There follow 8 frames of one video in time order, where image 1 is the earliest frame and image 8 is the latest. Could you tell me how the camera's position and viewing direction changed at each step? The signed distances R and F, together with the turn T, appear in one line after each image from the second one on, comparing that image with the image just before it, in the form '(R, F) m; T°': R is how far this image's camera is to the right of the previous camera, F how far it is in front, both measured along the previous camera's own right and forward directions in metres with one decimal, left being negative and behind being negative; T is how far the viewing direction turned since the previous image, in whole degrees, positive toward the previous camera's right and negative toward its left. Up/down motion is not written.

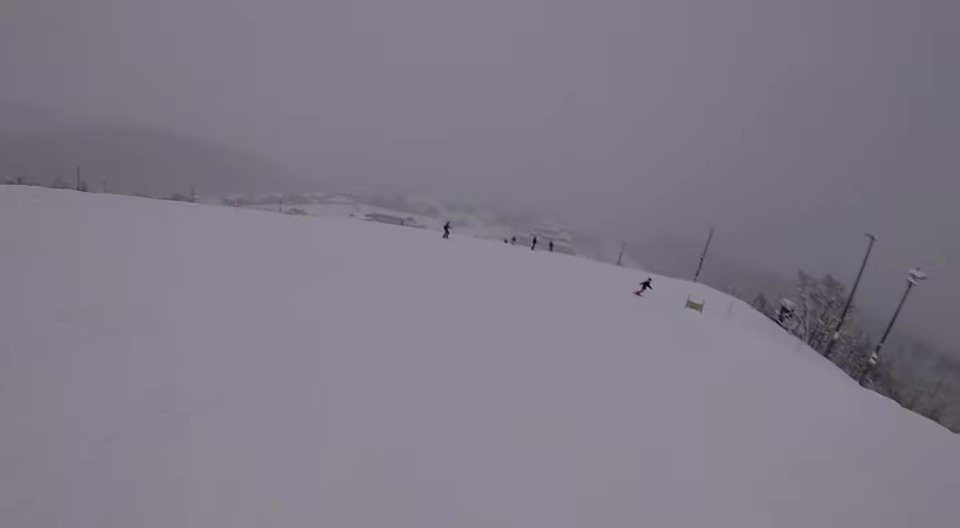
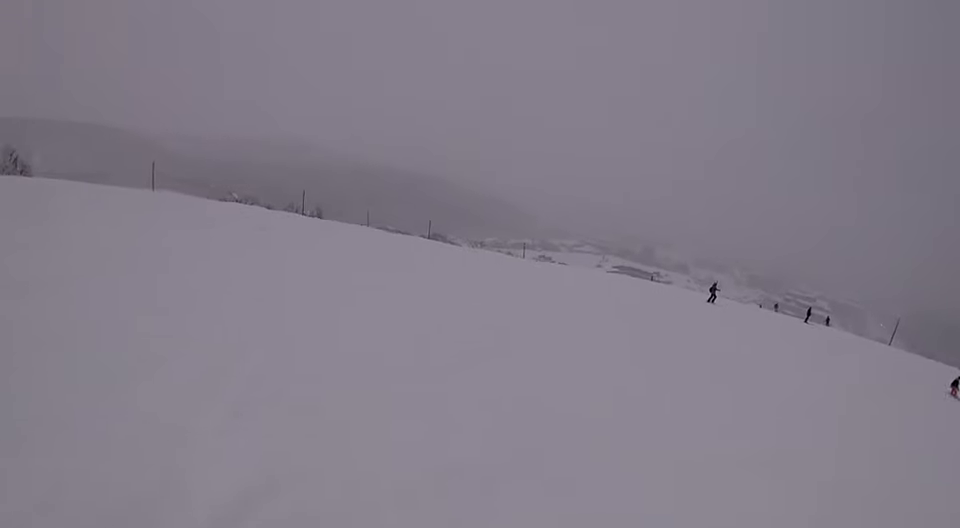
(-1.9, +5.9) m; -23°
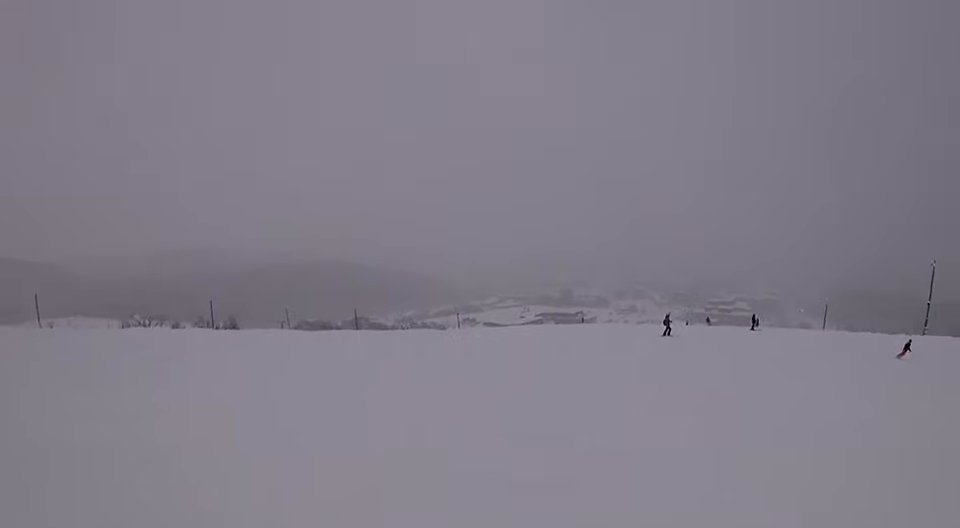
(-1.2, +3.3) m; +9°
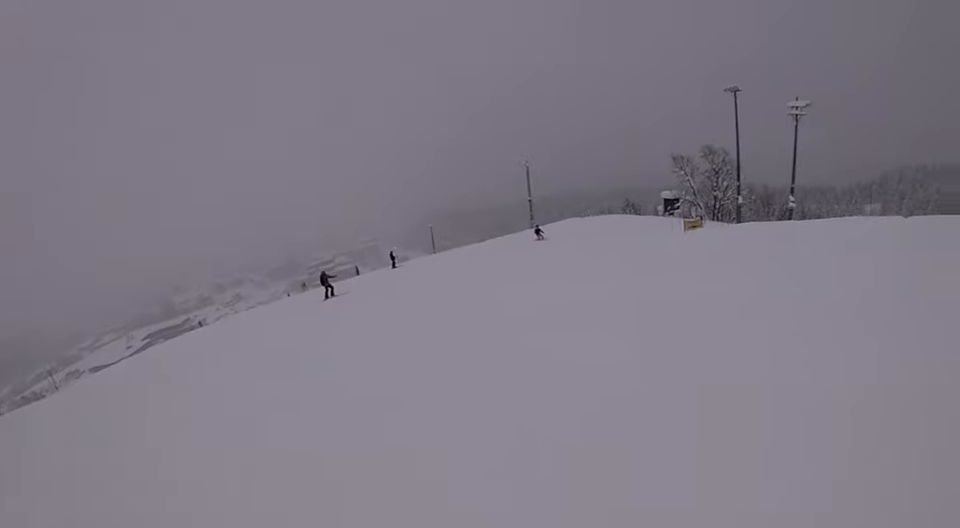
(+4.2, +6.0) m; +53°
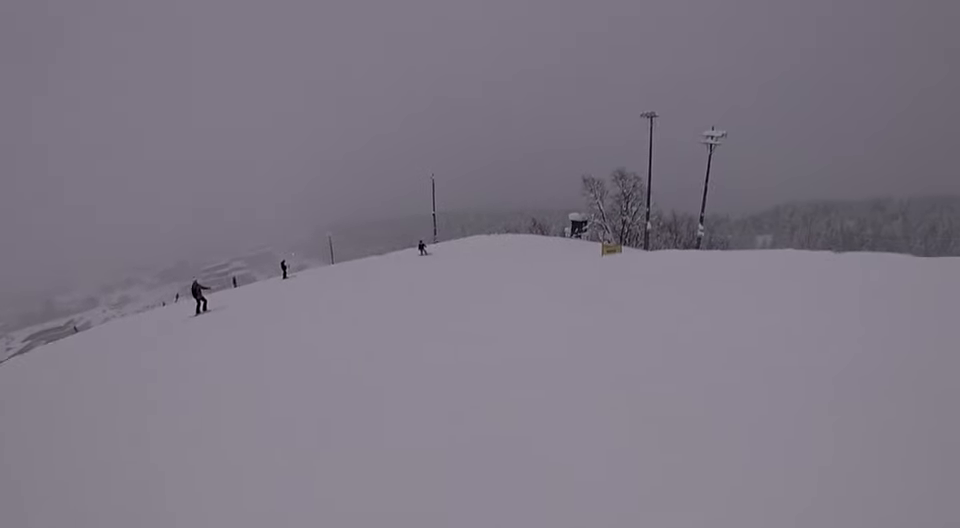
(+0.3, +3.0) m; +12°
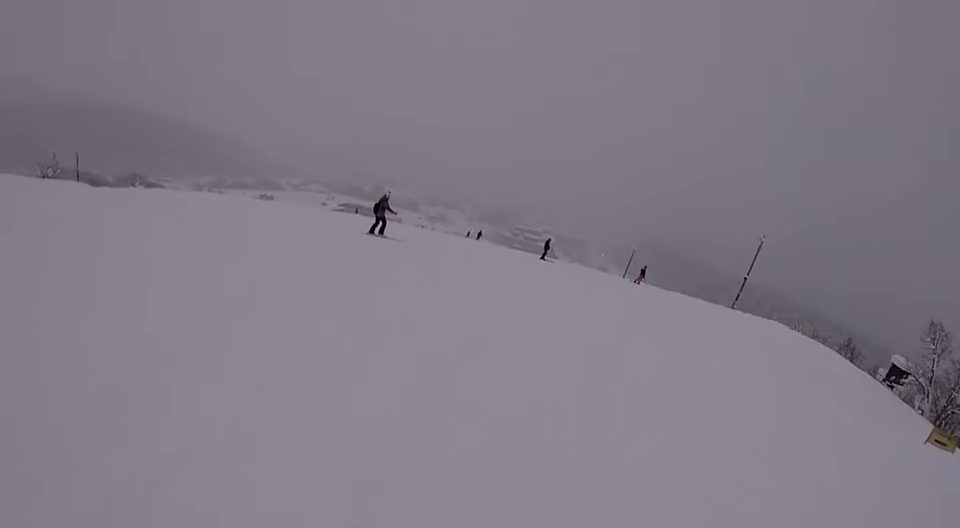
(-1.4, +6.6) m; -43°
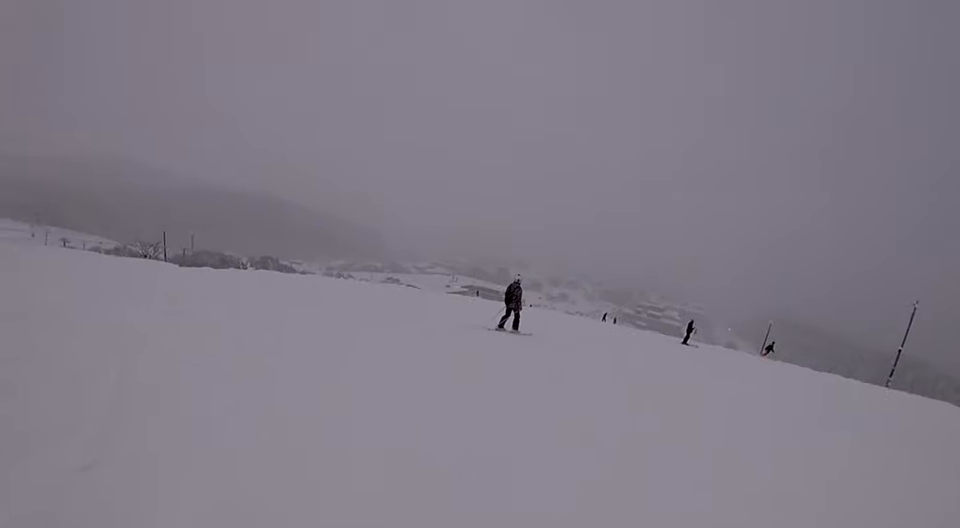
(-1.3, +4.3) m; -9°
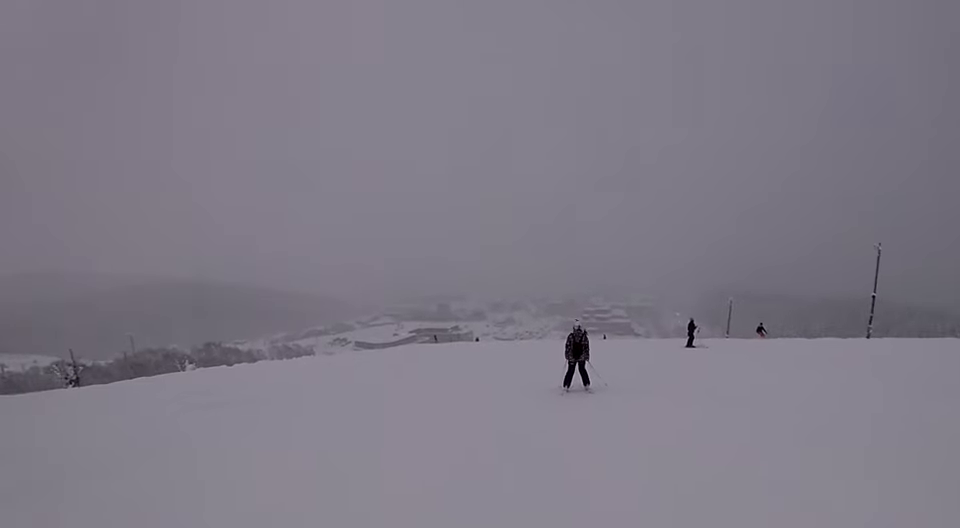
(+0.7, +4.6) m; +11°
